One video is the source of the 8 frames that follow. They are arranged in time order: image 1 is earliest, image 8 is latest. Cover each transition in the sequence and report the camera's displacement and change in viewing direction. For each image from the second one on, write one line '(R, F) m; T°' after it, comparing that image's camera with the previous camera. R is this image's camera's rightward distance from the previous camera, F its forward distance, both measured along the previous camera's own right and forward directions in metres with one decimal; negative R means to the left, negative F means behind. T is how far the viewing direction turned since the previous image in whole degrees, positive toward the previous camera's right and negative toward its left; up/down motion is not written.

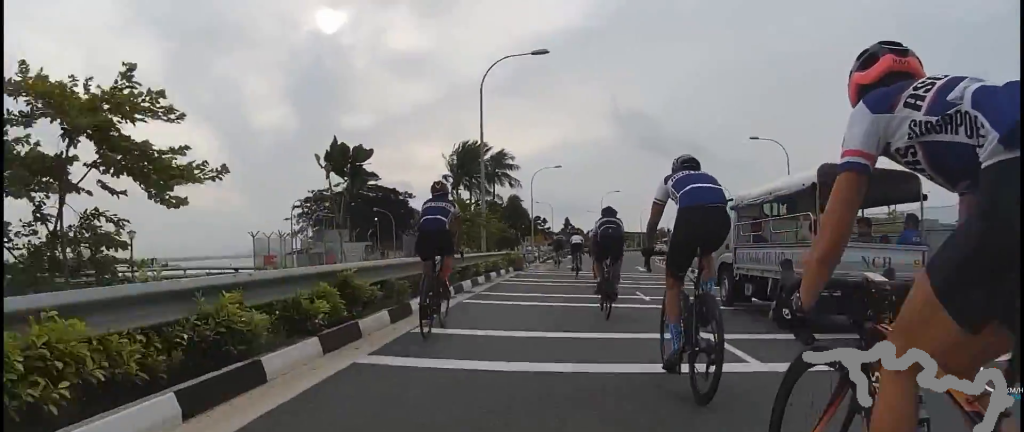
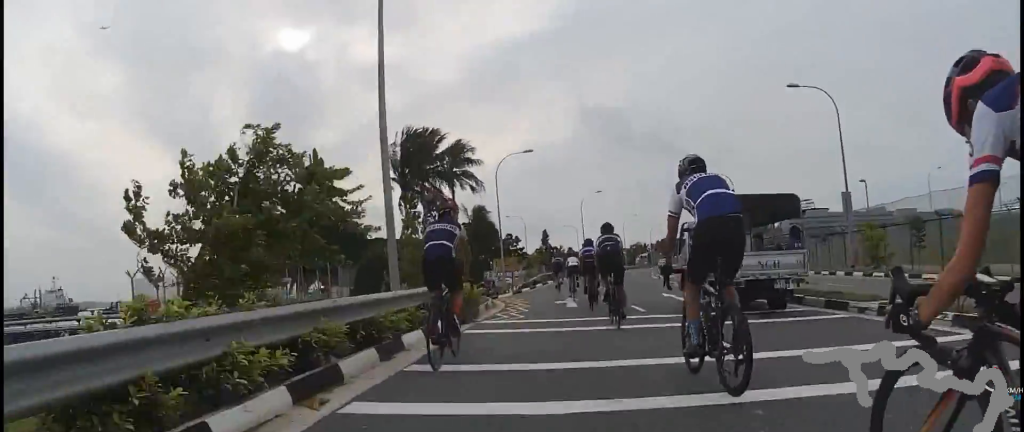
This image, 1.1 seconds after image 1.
(+0.1, +10.6) m; 0°
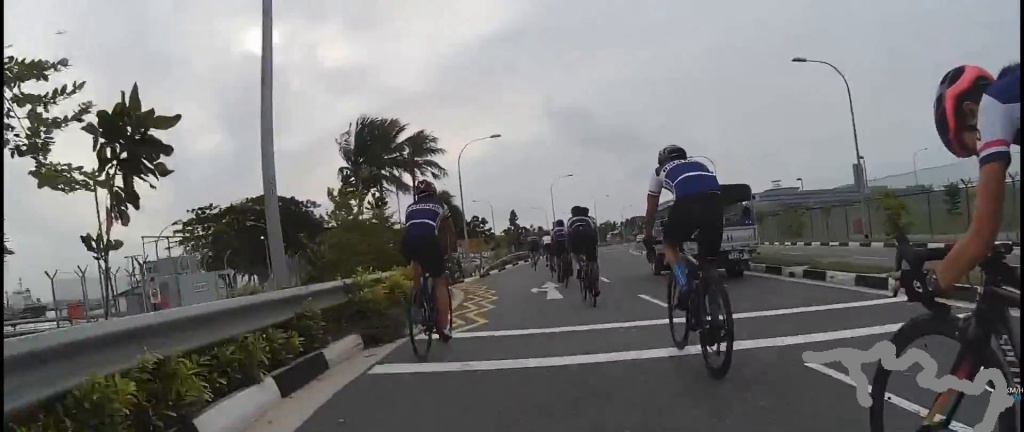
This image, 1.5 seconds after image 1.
(+0.3, +4.0) m; 0°
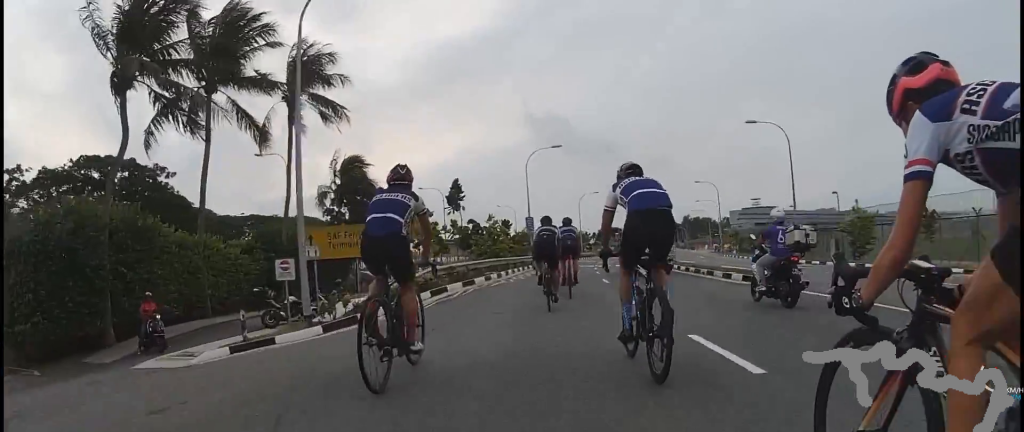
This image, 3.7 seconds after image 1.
(+0.9, +21.8) m; +12°
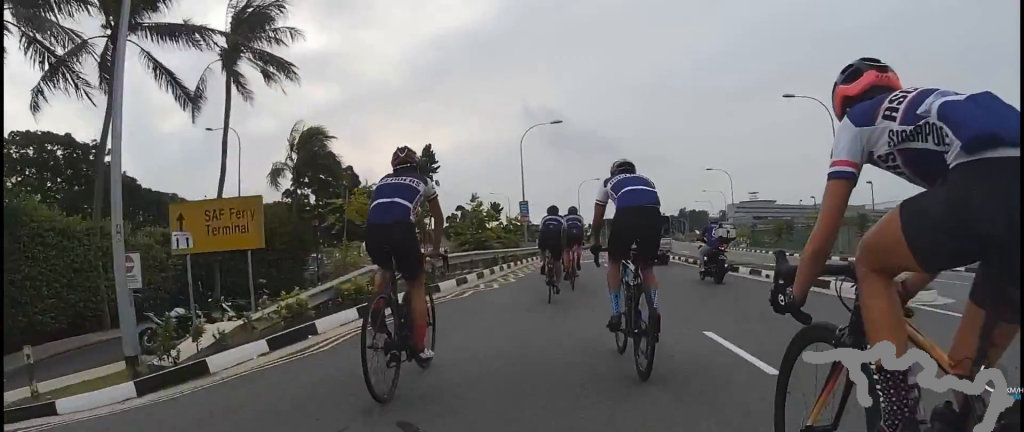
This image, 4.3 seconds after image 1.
(+0.6, +6.0) m; 0°
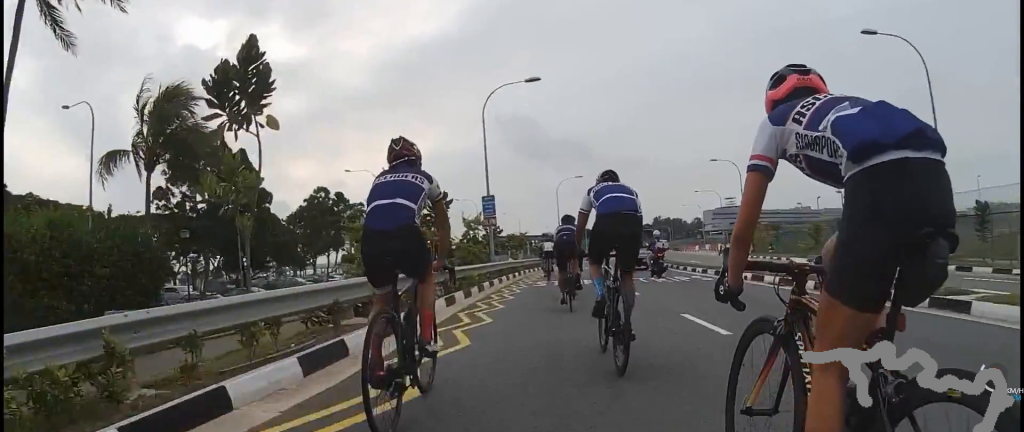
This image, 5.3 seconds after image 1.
(-0.5, +10.2) m; 0°
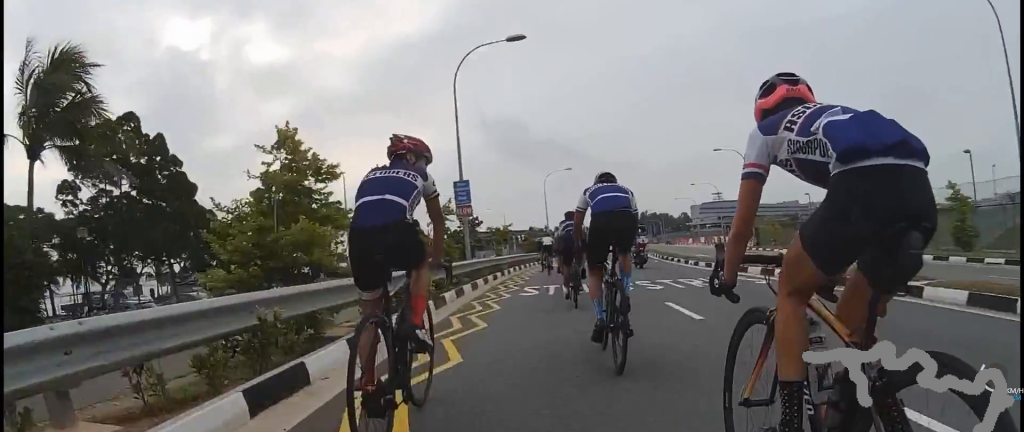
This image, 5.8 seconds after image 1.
(+0.2, +5.0) m; 0°
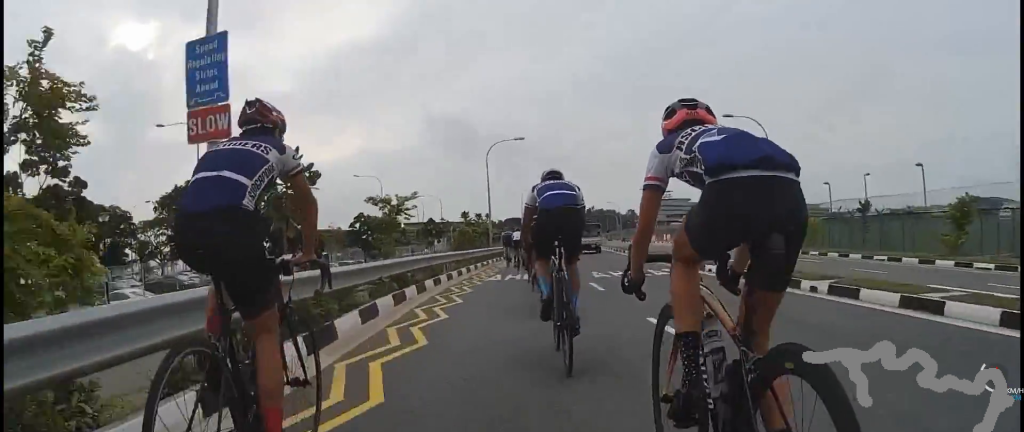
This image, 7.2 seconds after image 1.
(0.0, +13.6) m; 0°
